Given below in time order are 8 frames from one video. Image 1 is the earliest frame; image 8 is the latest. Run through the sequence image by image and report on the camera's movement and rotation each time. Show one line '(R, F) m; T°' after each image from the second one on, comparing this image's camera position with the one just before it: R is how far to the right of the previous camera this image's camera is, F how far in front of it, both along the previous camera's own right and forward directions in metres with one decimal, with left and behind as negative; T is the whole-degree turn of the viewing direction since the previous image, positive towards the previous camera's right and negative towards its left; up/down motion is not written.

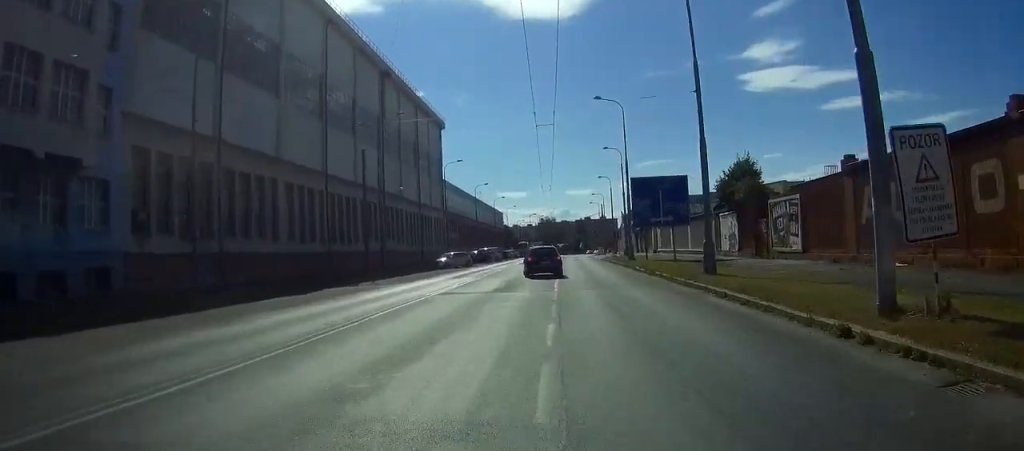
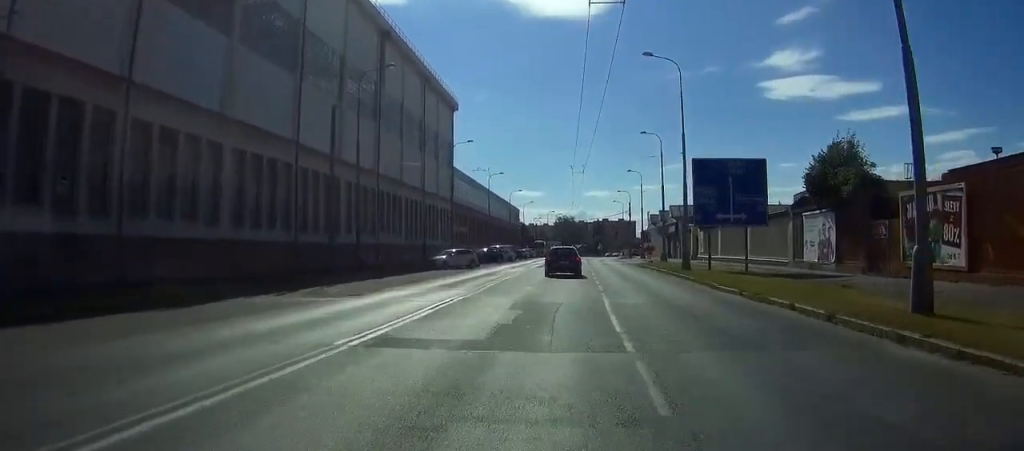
(-0.2, +13.1) m; -2°
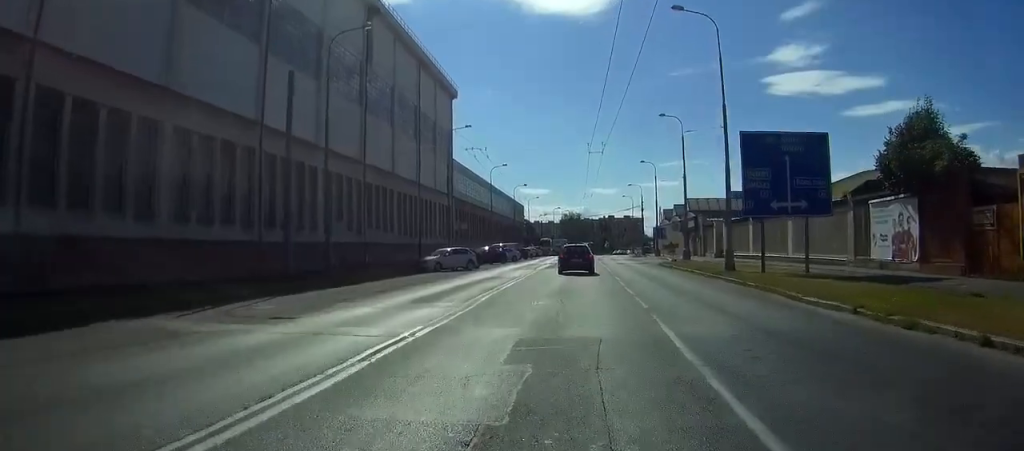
(-0.1, +7.7) m; 0°
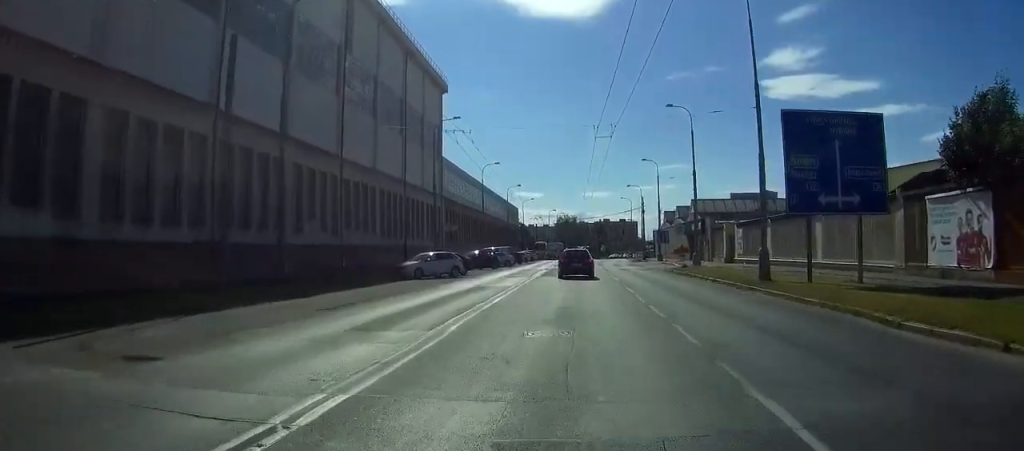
(0.0, +5.8) m; +1°
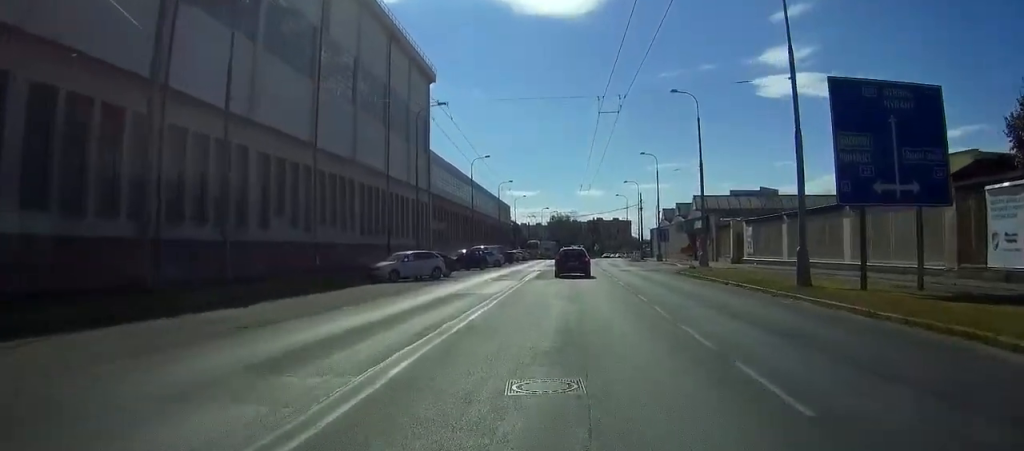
(+0.1, +4.8) m; +1°
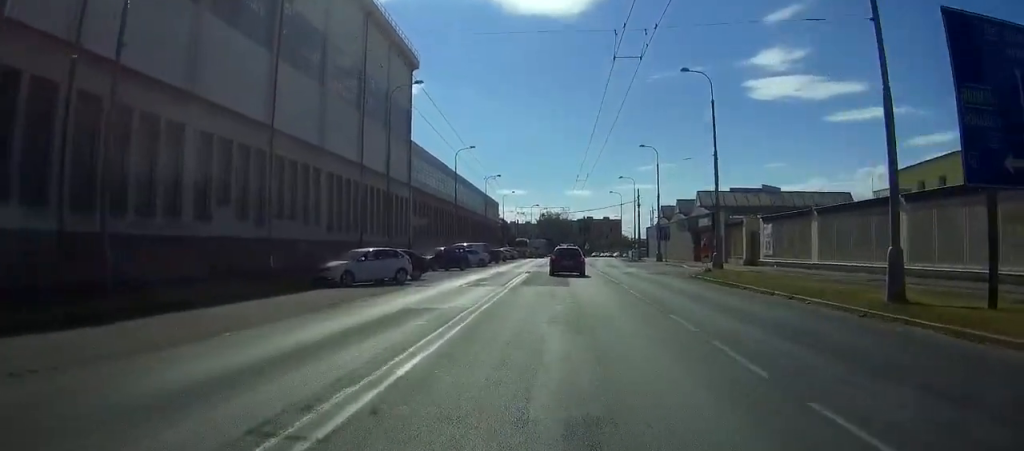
(+0.1, +6.7) m; 0°
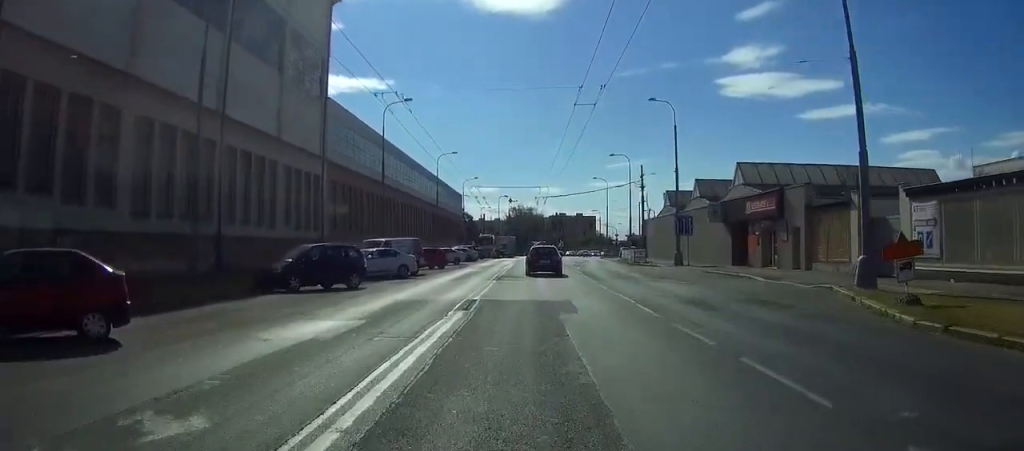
(+0.3, +23.5) m; +2°
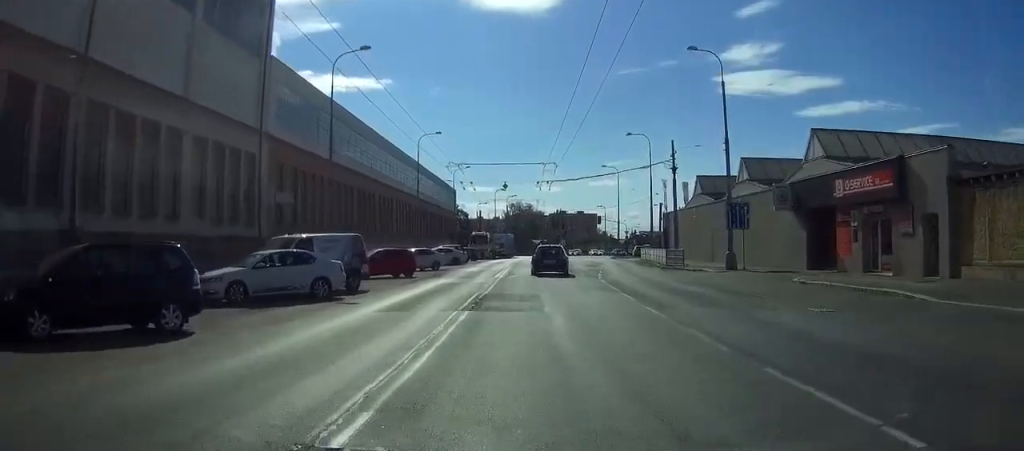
(-0.2, +14.4) m; -1°
